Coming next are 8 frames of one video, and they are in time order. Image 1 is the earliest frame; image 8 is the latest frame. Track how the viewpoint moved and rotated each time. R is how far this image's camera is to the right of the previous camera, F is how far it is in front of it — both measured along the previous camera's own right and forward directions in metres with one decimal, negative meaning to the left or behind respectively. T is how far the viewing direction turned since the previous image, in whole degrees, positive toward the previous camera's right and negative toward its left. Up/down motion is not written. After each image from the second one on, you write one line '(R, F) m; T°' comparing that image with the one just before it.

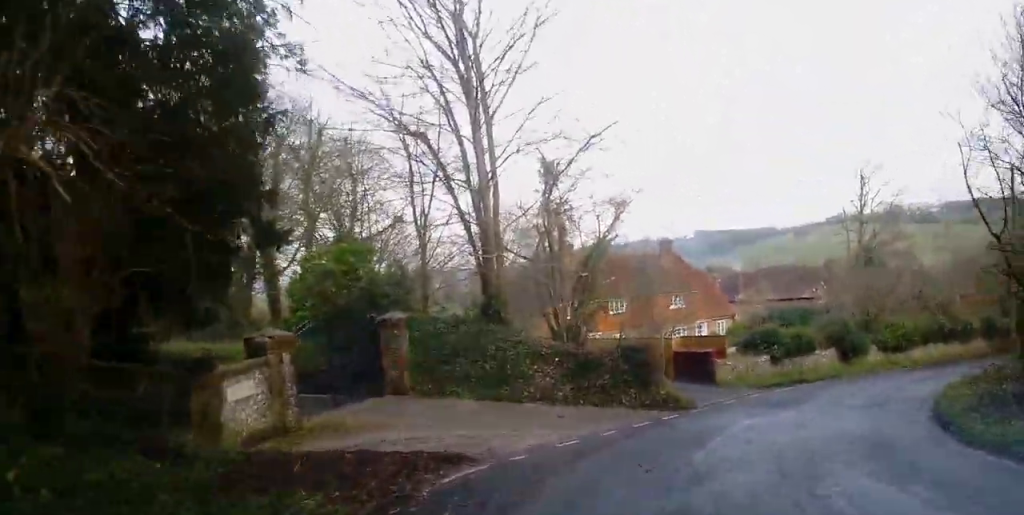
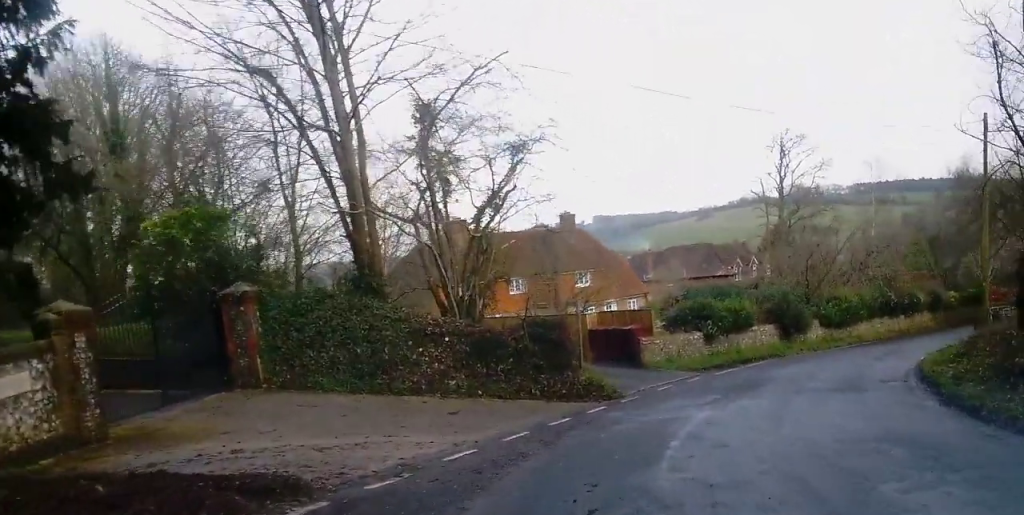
(0.0, +4.8) m; +7°
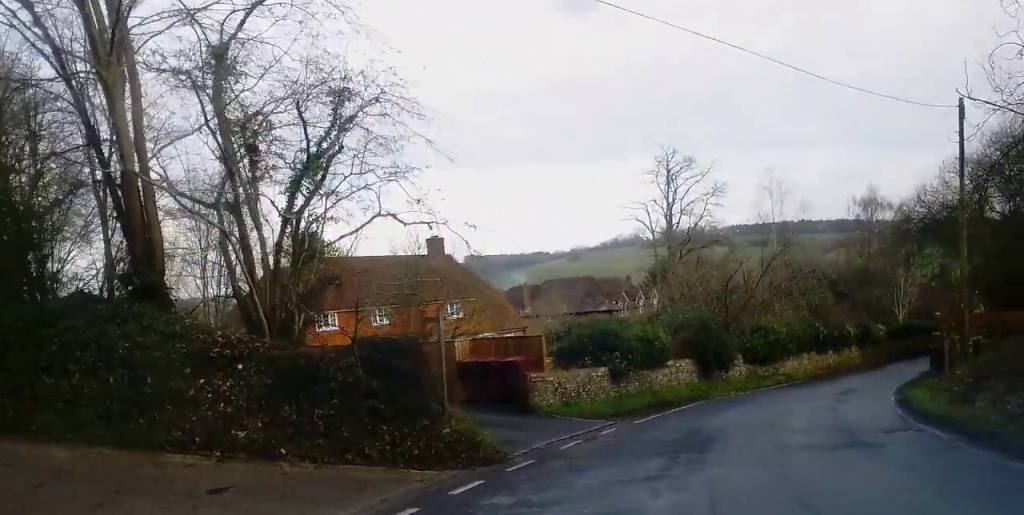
(+0.9, +6.1) m; +11°
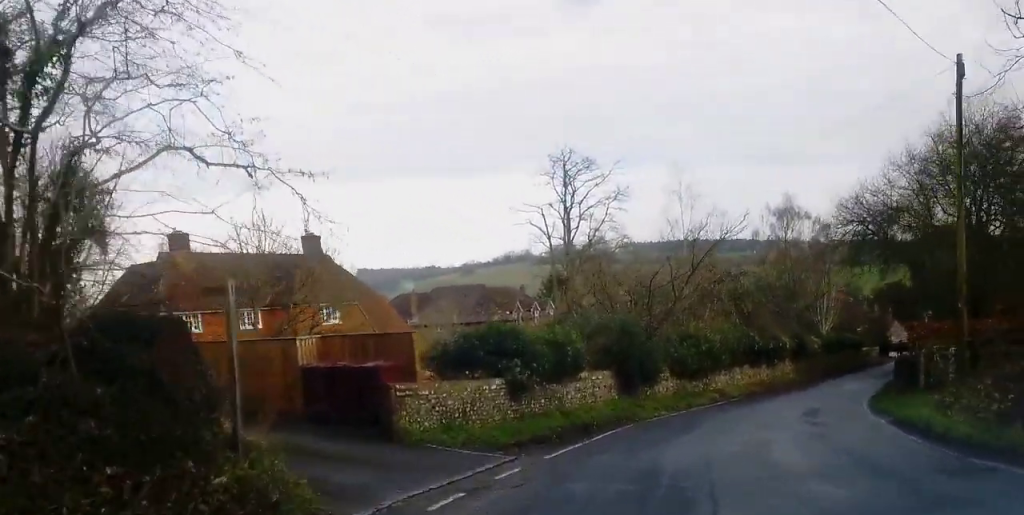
(+0.4, +5.2) m; +7°
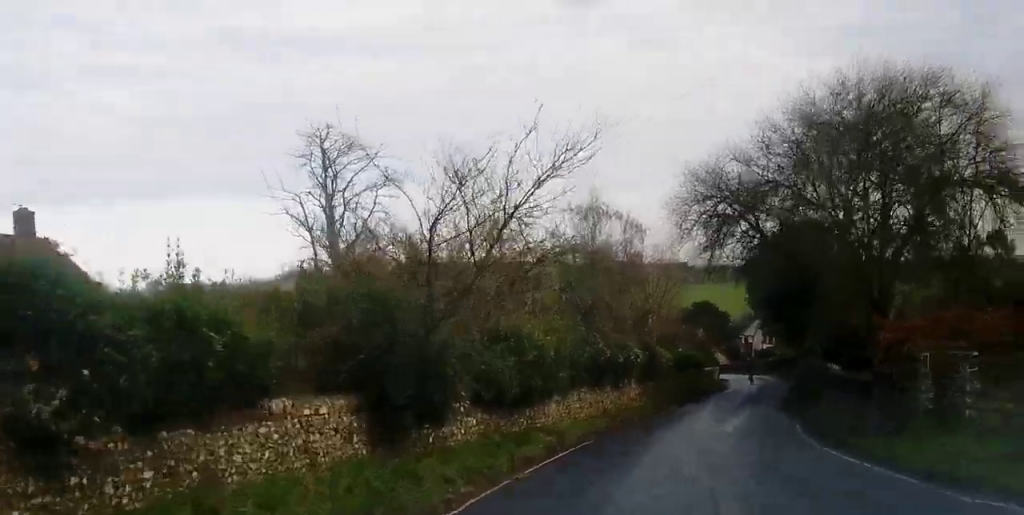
(+1.0, +10.7) m; +6°
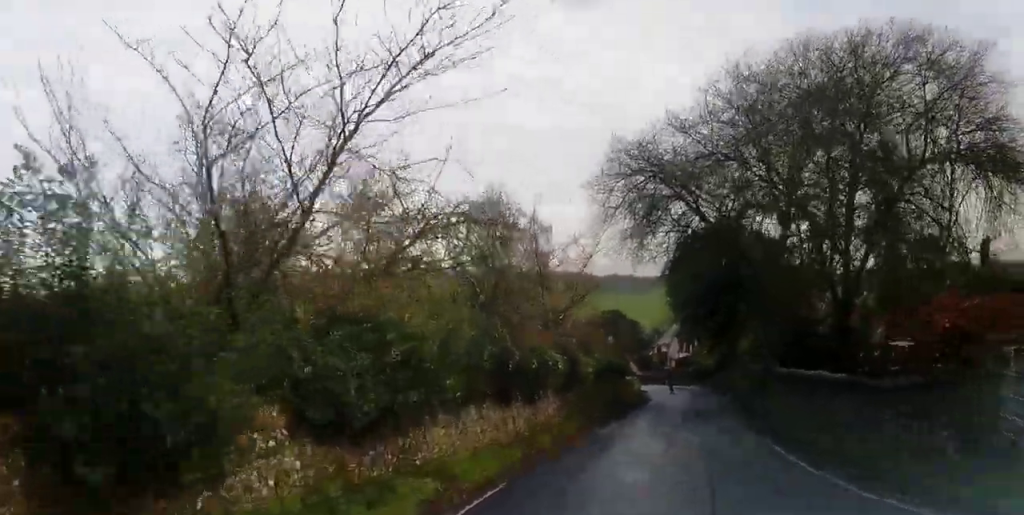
(-0.4, +5.9) m; +3°
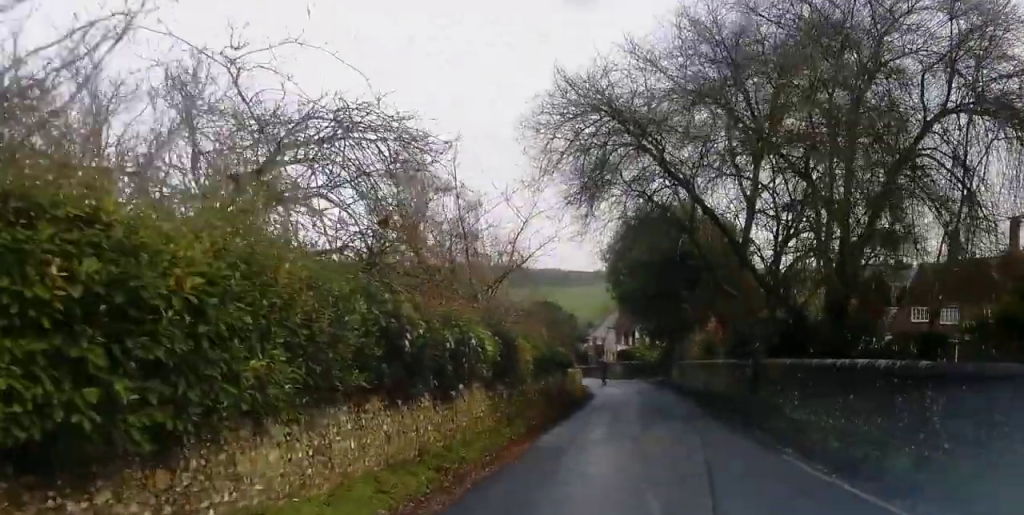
(+0.7, +5.5) m; +6°
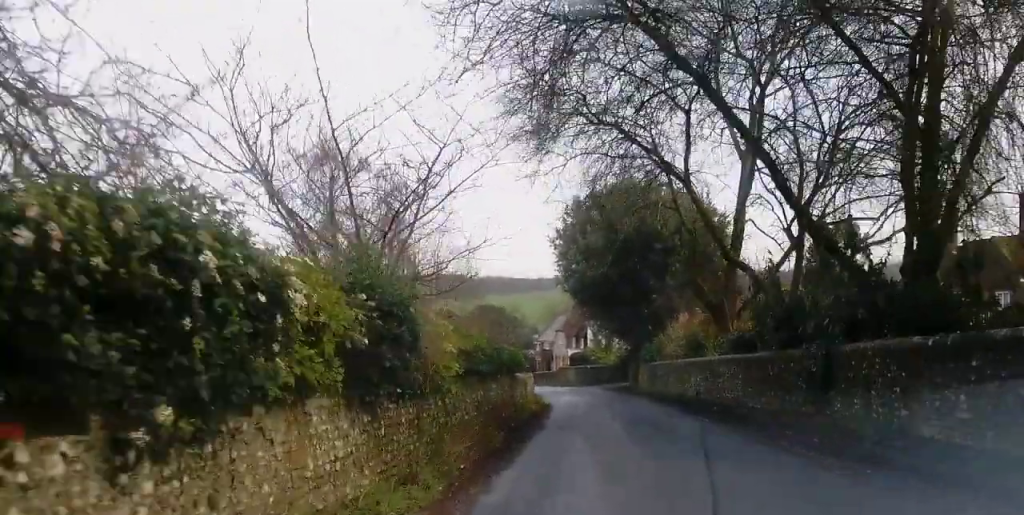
(+0.7, +8.6) m; +8°
